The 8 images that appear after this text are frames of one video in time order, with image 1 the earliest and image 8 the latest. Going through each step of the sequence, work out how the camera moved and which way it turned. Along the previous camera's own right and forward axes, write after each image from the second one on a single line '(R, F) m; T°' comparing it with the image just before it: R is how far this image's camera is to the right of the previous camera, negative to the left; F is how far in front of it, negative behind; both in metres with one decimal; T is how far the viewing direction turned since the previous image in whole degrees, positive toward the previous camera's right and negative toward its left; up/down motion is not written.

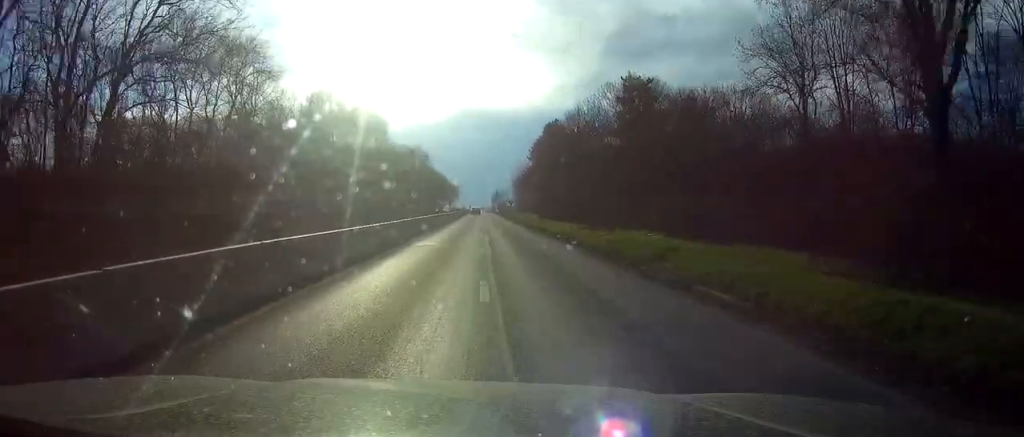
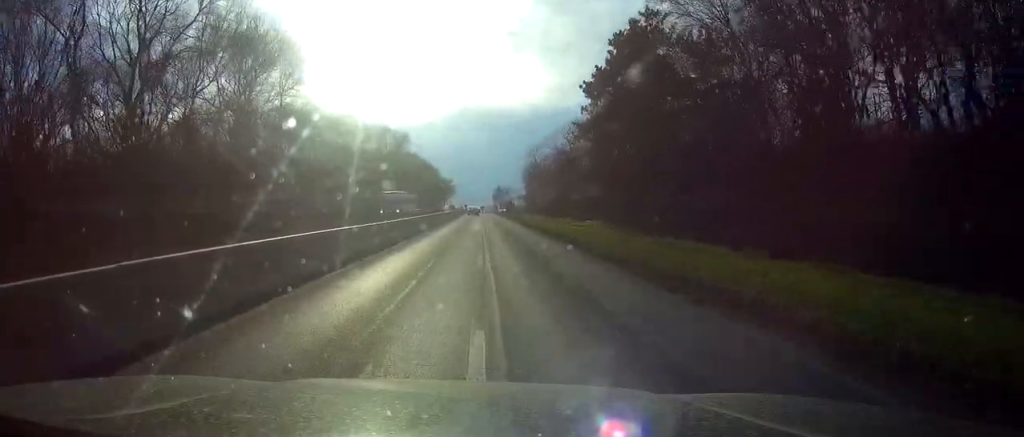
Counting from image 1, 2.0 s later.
(+0.2, +53.9) m; 0°
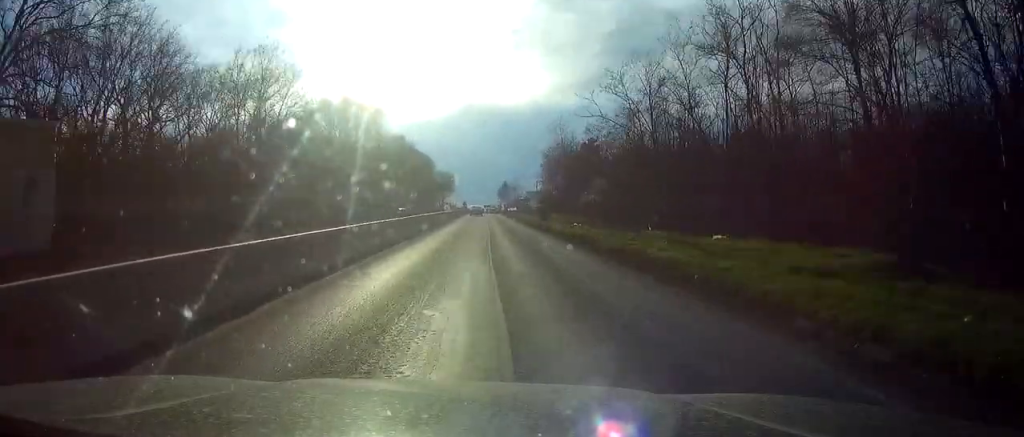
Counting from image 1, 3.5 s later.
(0.0, +39.7) m; 0°
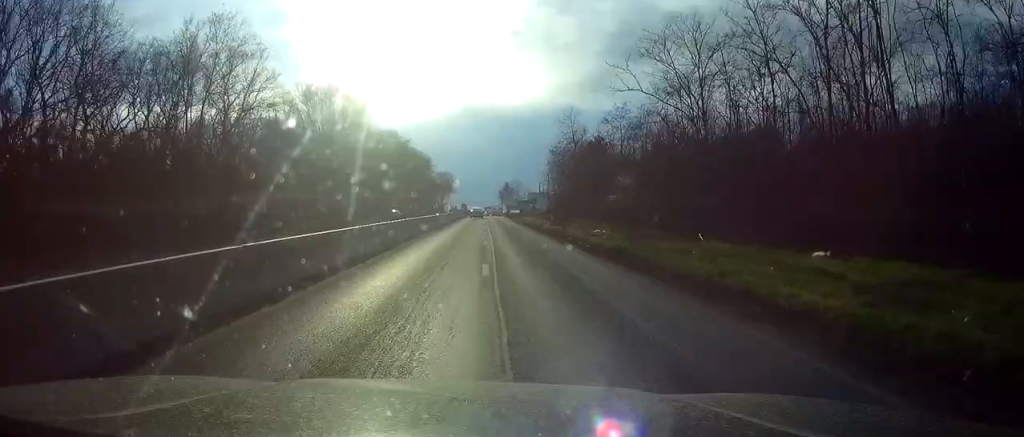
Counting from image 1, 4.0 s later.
(0.0, +11.0) m; 0°
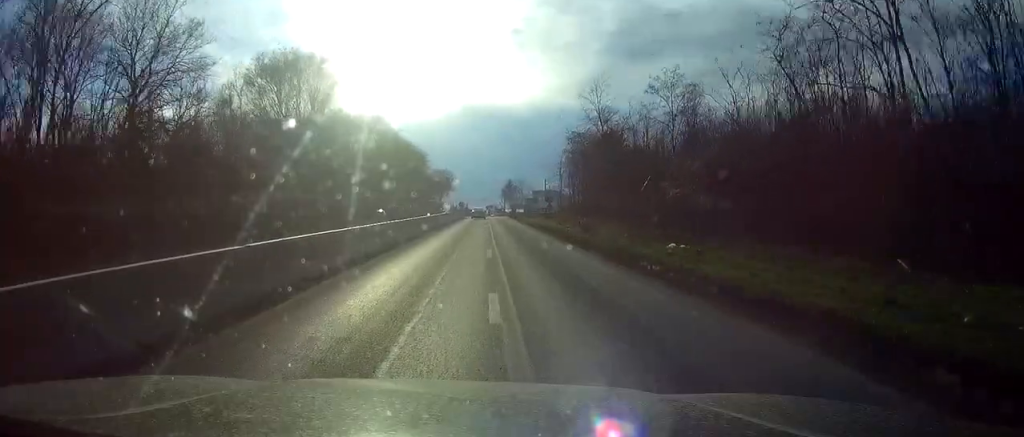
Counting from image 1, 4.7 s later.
(0.0, +18.4) m; 0°
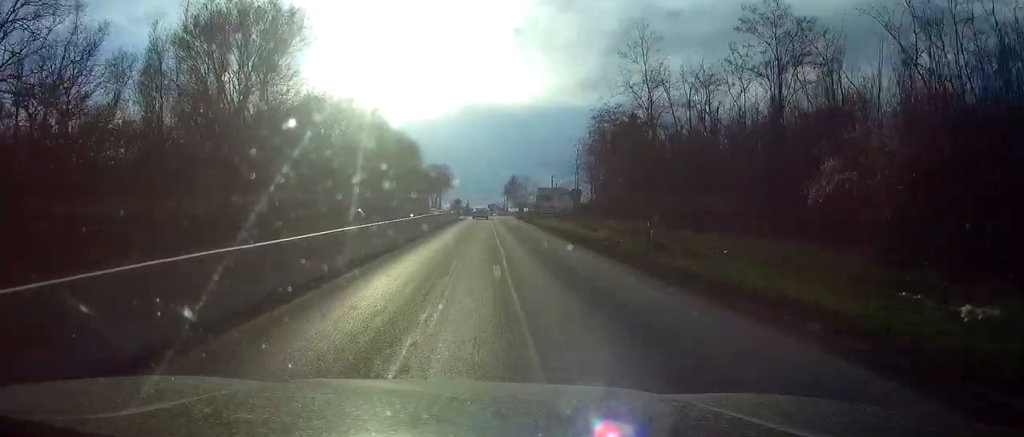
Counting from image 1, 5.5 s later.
(0.0, +18.8) m; 0°
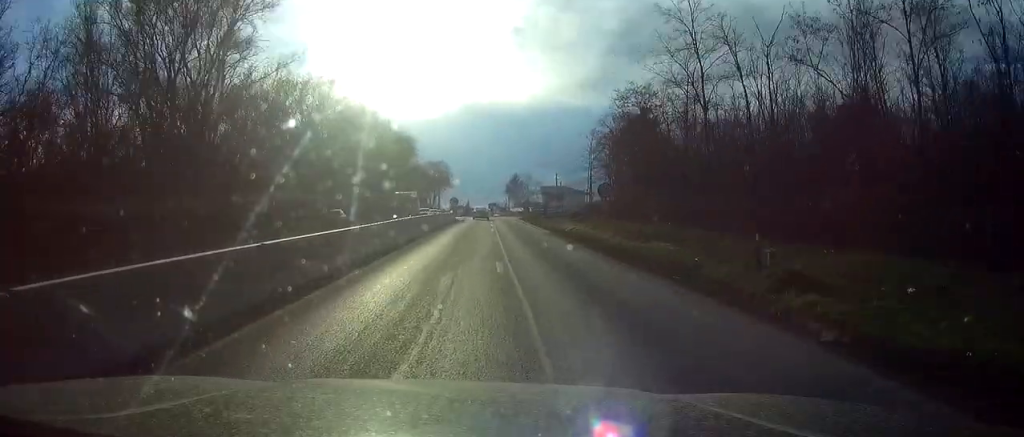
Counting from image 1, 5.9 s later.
(+0.1, +11.2) m; 0°
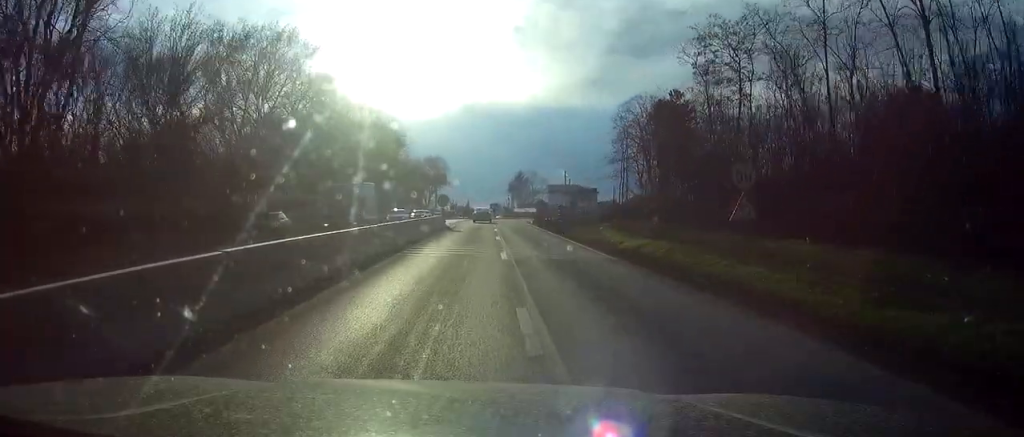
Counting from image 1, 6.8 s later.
(-0.1, +20.2) m; 0°
